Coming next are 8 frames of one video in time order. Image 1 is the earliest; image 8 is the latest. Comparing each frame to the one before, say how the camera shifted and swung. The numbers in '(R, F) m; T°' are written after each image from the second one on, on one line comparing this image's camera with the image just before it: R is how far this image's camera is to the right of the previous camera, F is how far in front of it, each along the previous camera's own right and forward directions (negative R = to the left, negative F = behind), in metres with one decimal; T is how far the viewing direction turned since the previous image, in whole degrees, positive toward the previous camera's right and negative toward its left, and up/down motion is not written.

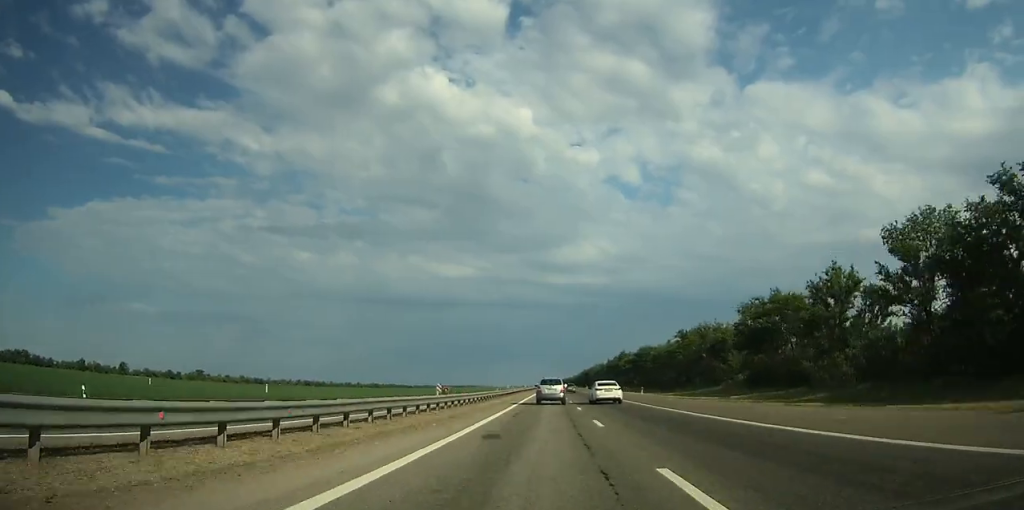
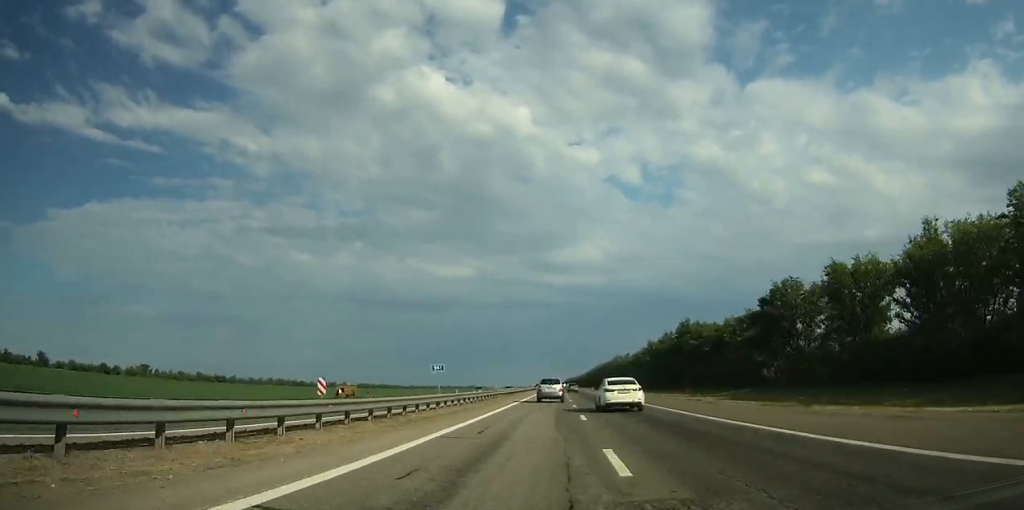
(+0.6, +91.5) m; 0°
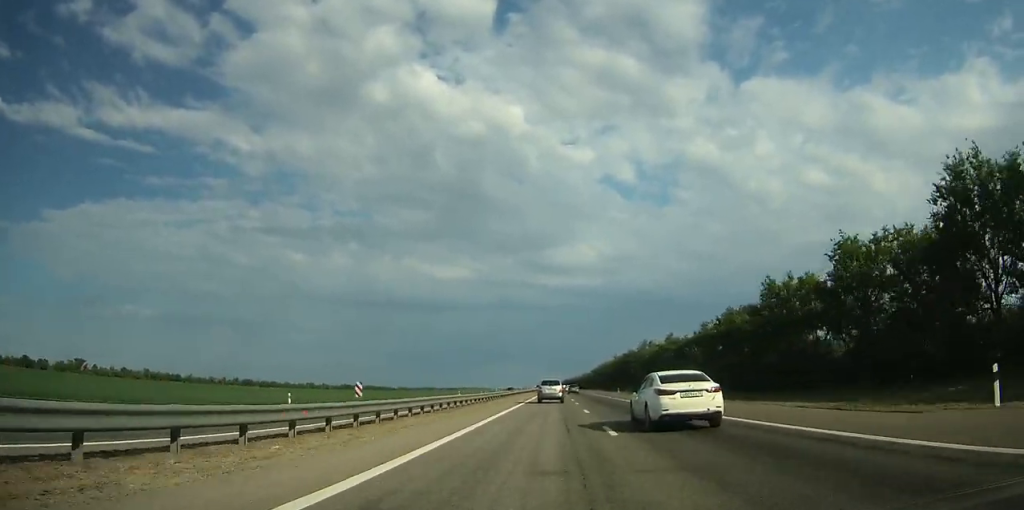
(0.0, +75.4) m; 0°
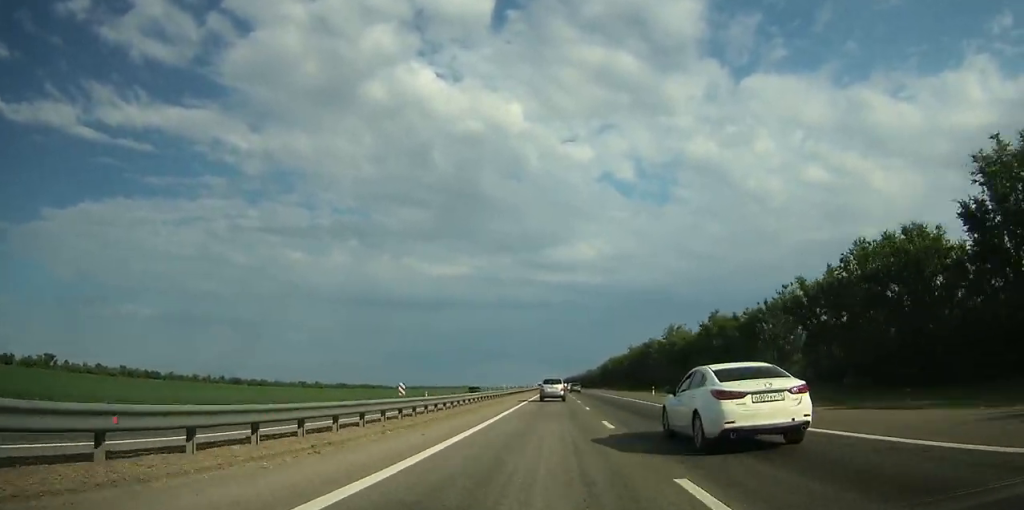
(0.0, +32.5) m; 0°
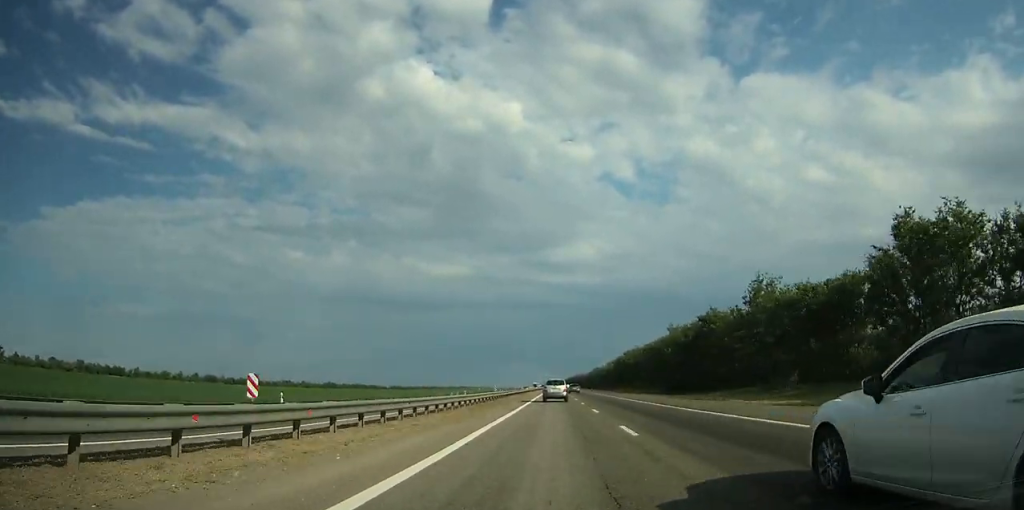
(0.0, +51.7) m; 0°
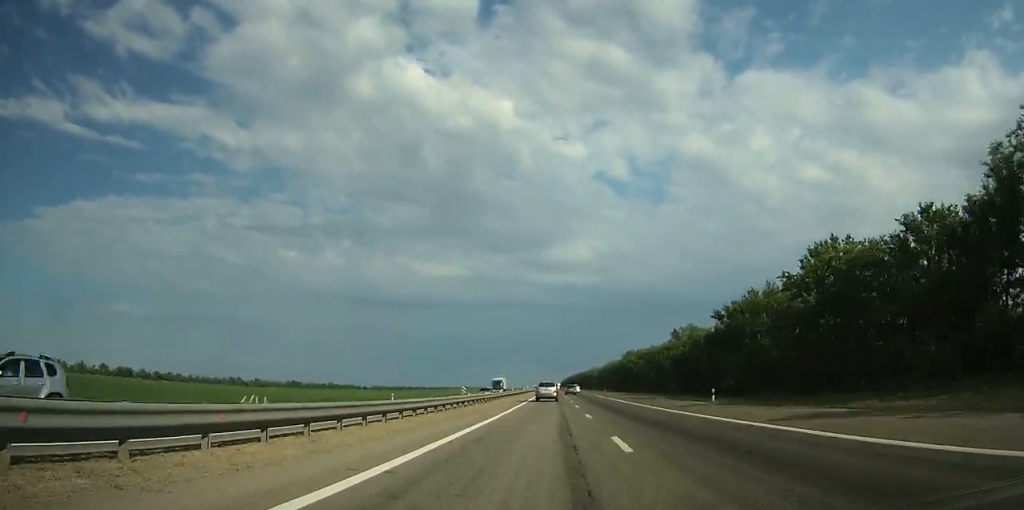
(+0.6, +137.4) m; 0°
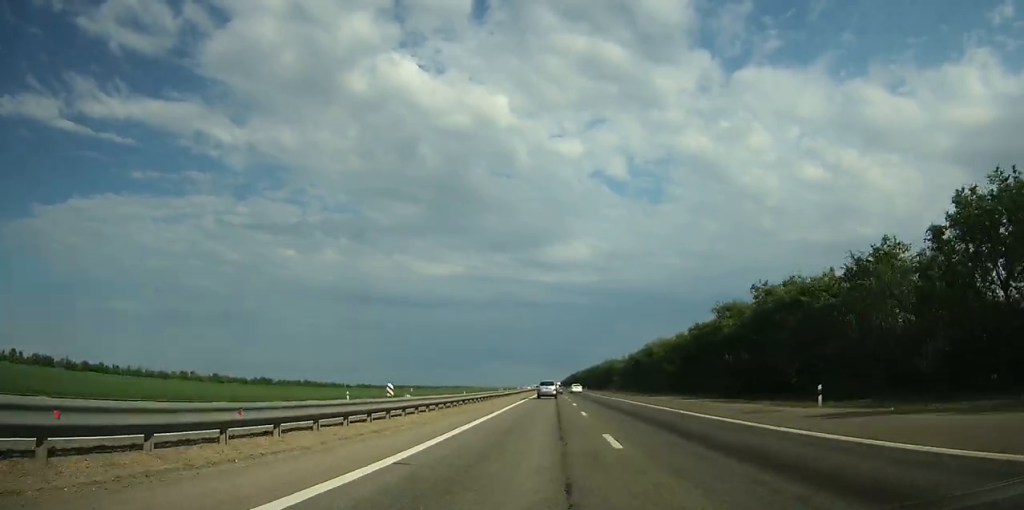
(-0.4, +94.7) m; 0°
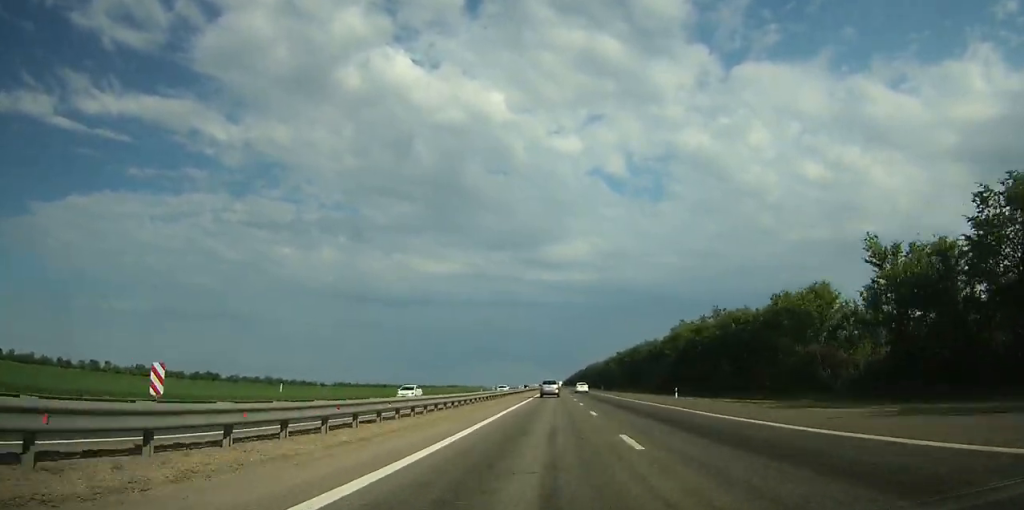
(-0.3, +128.6) m; 0°
